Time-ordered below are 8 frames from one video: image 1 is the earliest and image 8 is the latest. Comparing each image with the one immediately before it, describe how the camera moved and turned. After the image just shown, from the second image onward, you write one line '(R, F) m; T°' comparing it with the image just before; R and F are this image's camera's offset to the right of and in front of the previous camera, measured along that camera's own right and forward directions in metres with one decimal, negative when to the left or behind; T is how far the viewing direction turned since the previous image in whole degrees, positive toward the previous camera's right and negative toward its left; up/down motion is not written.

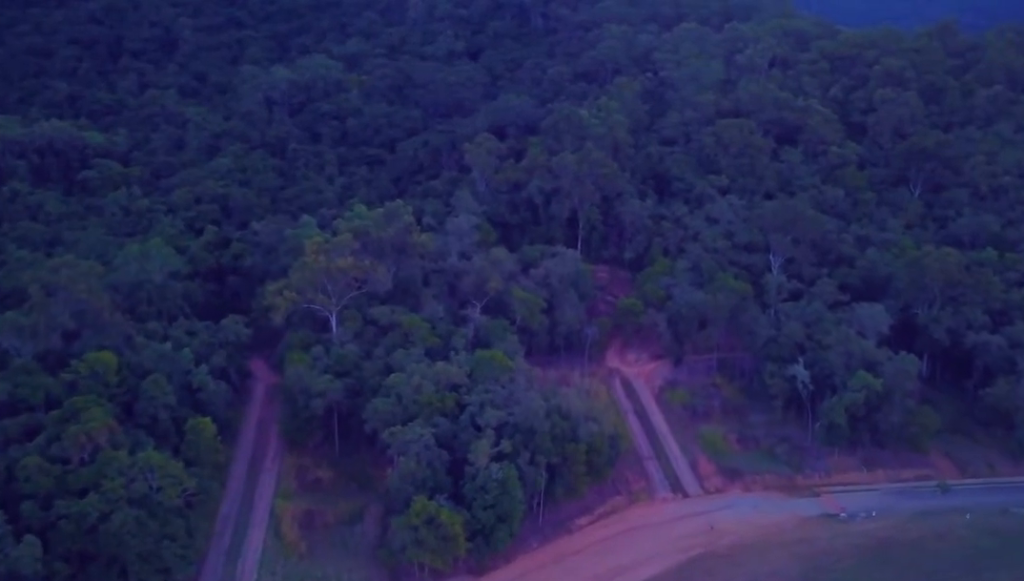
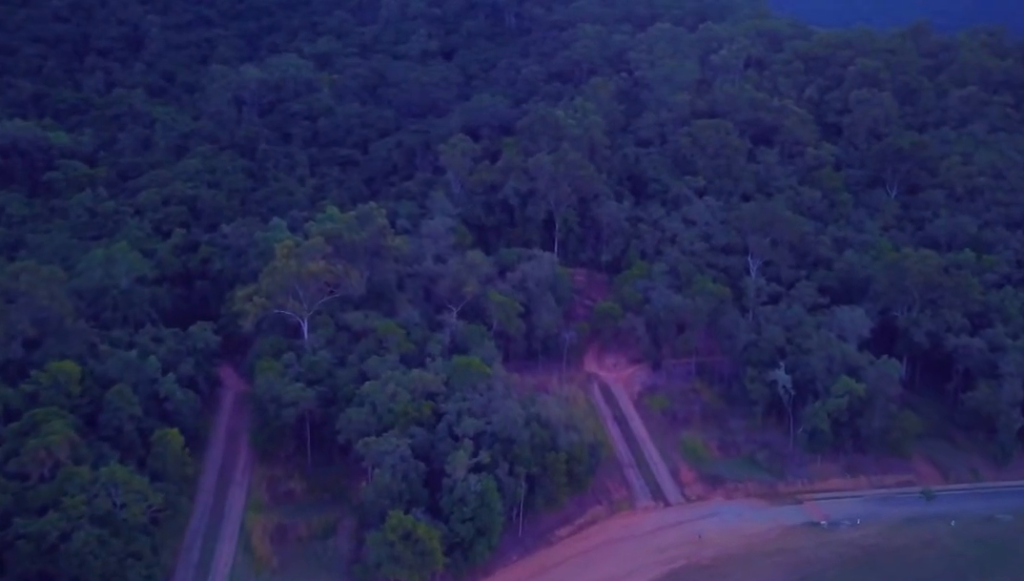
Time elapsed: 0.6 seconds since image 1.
(0.0, +4.4) m; 0°
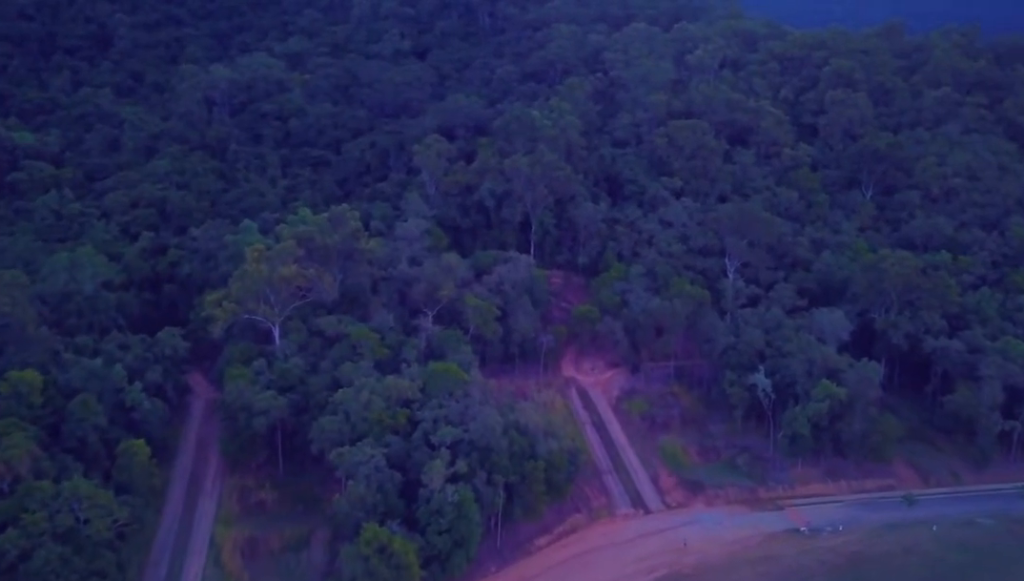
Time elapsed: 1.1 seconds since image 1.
(0.0, +3.5) m; 0°
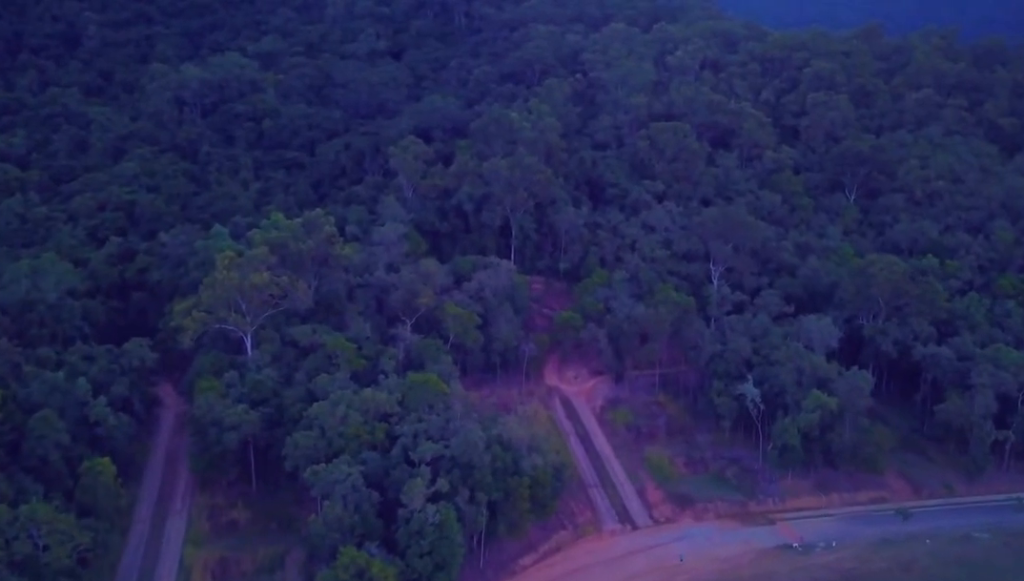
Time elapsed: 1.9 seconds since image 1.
(0.0, +5.9) m; 0°
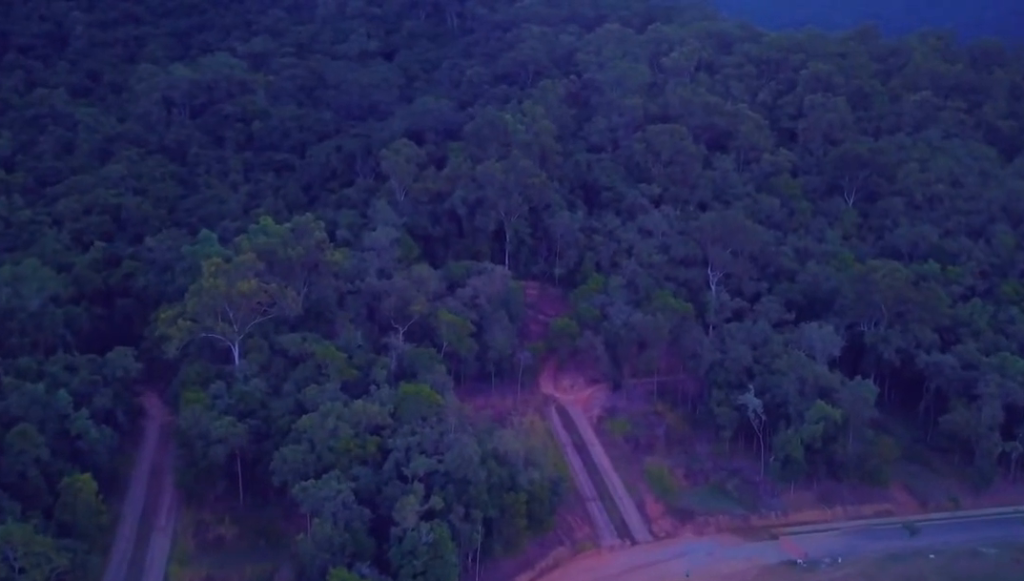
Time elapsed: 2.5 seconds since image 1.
(0.0, +4.6) m; 0°
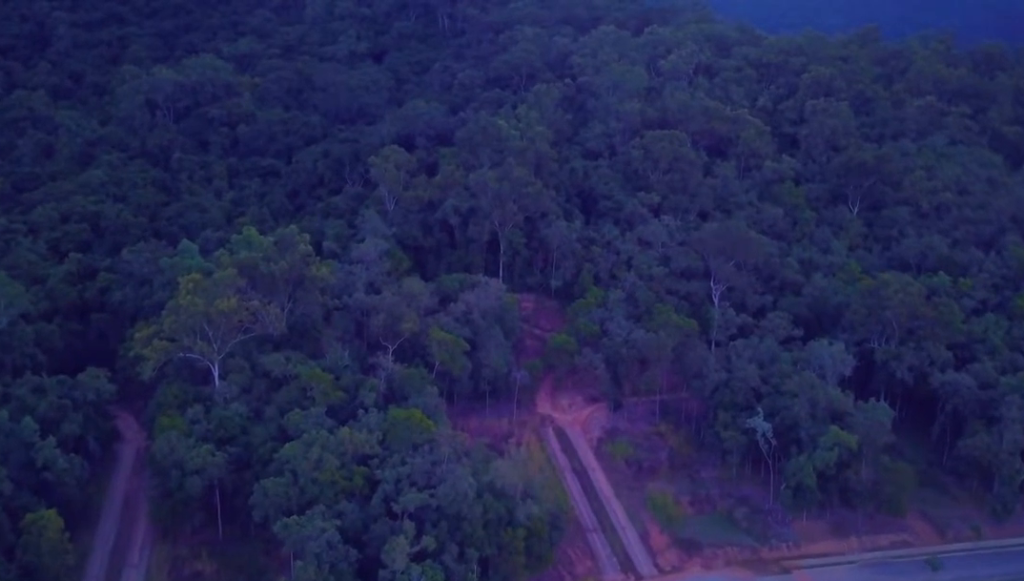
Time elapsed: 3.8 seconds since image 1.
(0.0, +9.1) m; 0°
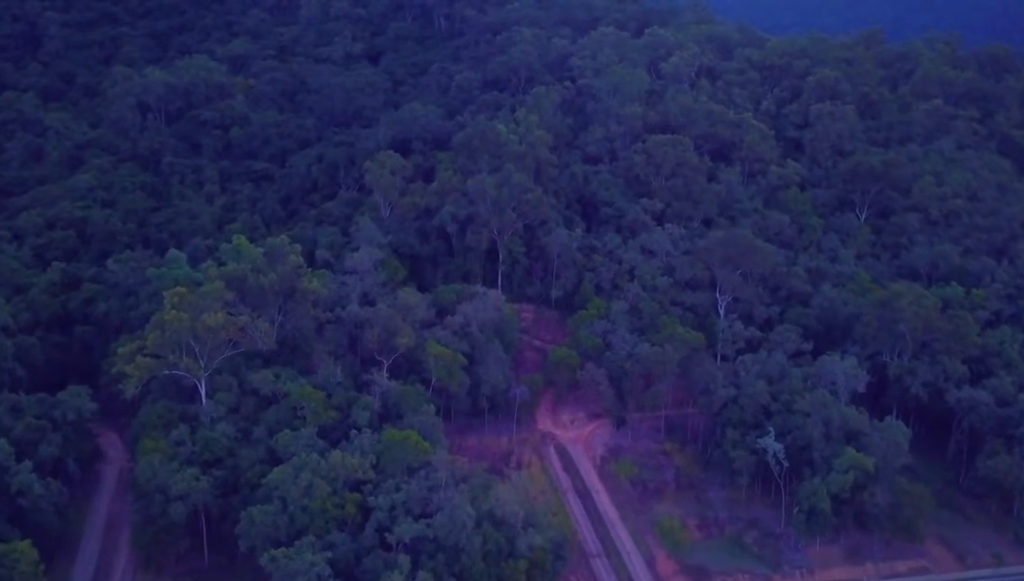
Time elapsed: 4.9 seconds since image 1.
(0.0, +6.8) m; 0°
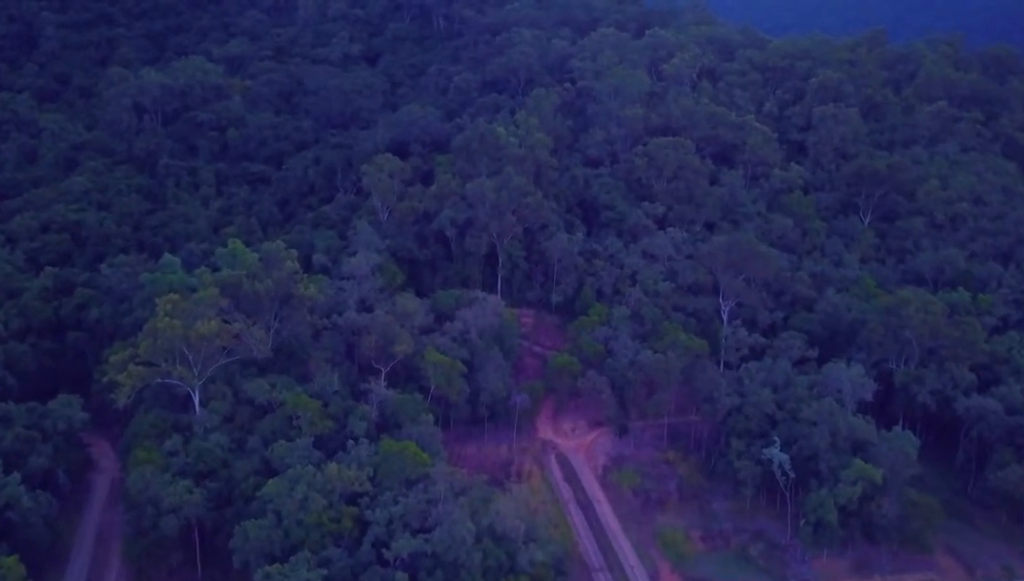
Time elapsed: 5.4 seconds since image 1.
(0.0, +3.0) m; 0°
